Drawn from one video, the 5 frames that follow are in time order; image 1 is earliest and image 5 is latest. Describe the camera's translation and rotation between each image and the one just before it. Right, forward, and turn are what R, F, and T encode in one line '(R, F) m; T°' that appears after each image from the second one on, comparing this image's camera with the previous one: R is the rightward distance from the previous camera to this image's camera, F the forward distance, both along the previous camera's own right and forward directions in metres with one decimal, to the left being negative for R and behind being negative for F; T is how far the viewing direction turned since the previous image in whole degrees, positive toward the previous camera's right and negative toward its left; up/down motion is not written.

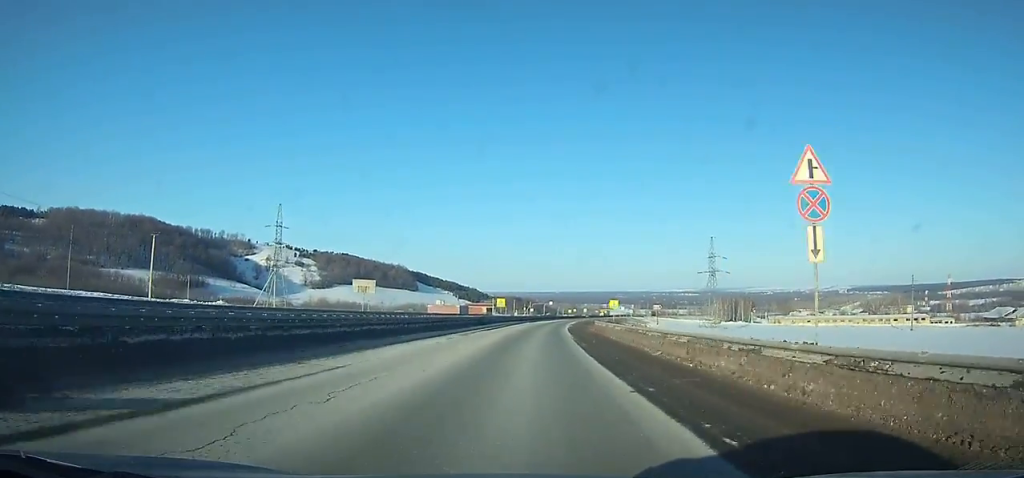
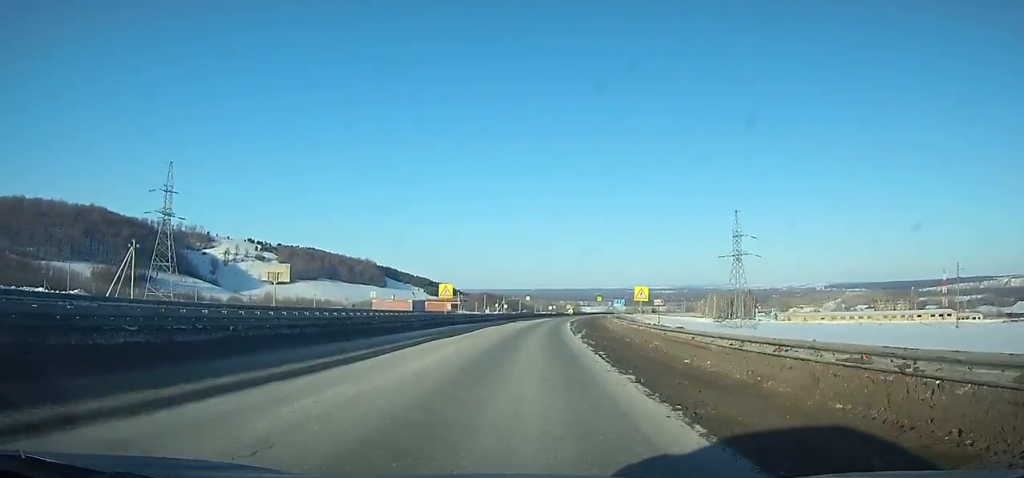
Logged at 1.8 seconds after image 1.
(+0.9, +34.1) m; +2°
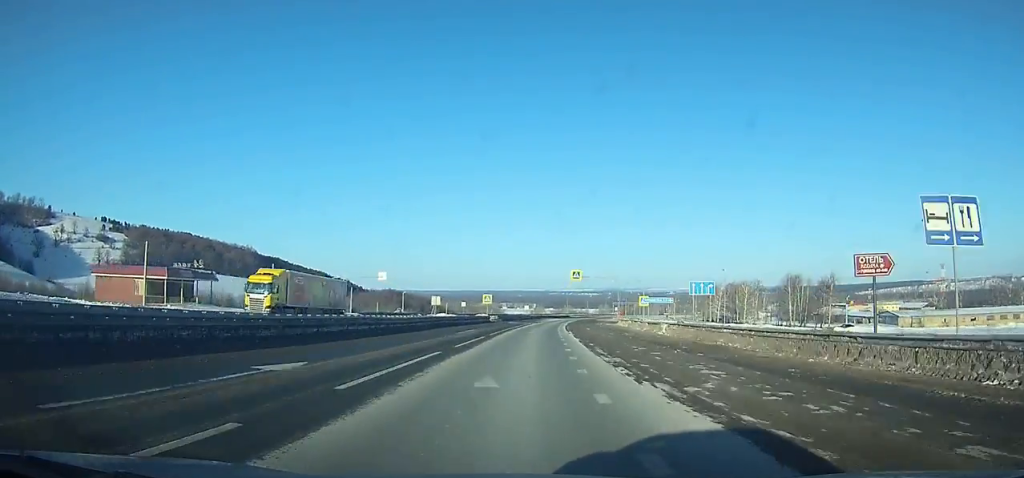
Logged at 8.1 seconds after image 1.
(+7.3, +121.6) m; +7°
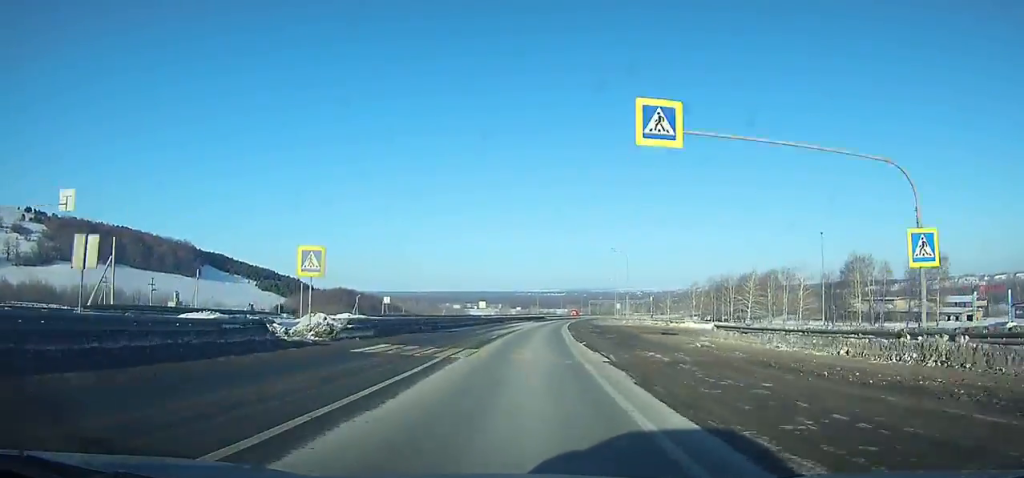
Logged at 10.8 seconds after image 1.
(+1.4, +55.0) m; +3°
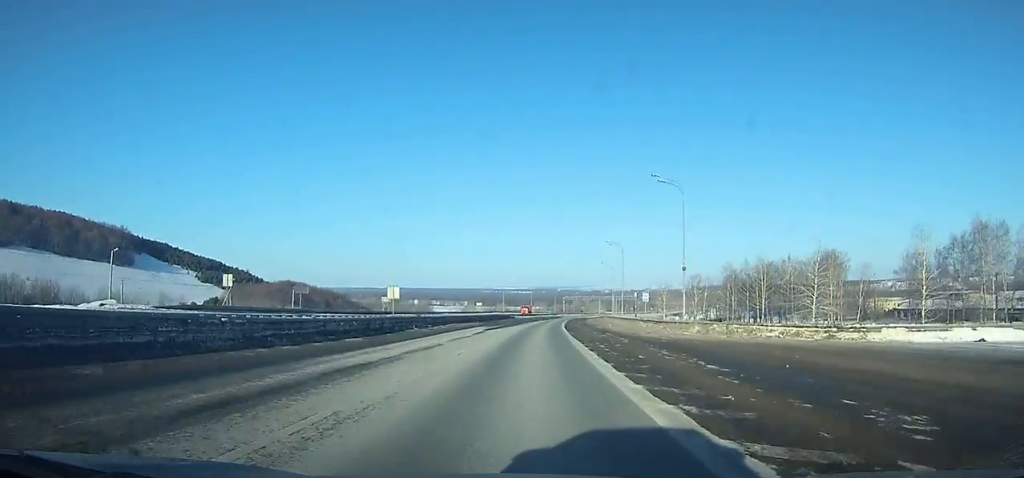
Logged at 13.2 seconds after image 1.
(+1.2, +50.0) m; +3°
